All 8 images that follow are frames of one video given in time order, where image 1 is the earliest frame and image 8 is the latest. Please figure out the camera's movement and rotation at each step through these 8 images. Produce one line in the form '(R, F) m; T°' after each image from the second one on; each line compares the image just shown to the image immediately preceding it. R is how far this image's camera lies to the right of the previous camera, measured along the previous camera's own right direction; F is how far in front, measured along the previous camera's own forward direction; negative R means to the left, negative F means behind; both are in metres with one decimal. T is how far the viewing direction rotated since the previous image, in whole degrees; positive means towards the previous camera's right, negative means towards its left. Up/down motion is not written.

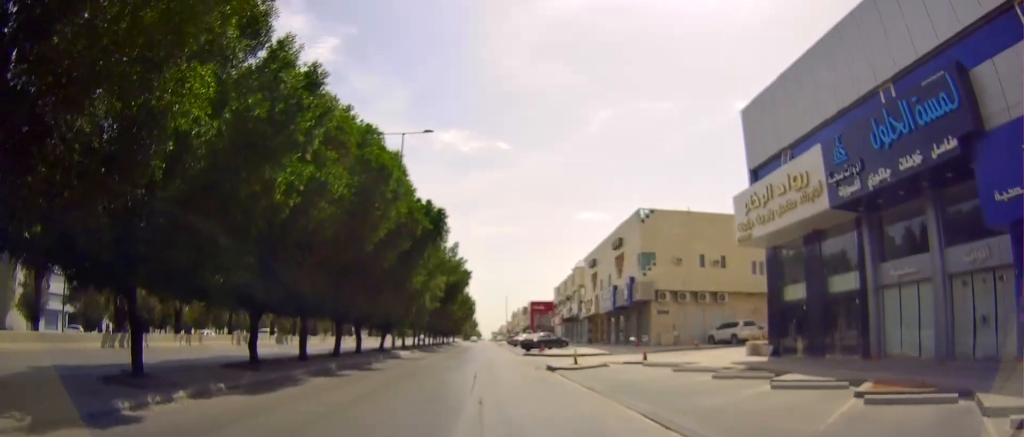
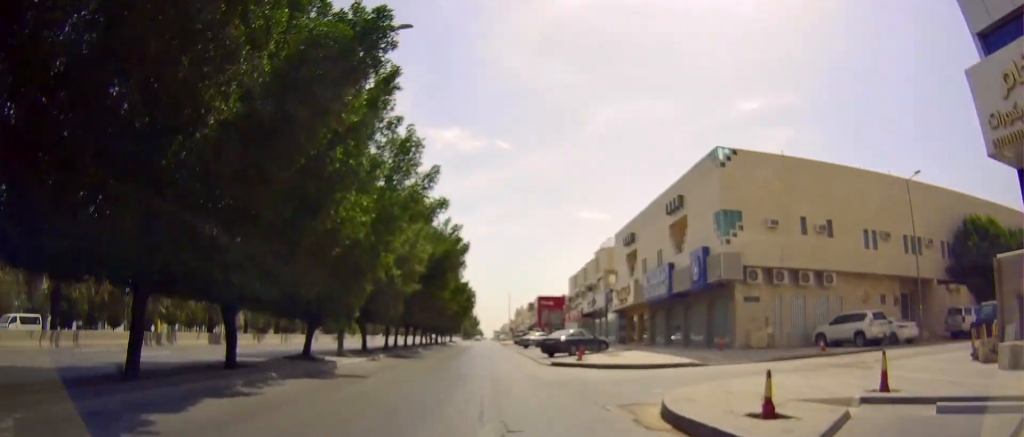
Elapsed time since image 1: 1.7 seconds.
(0.0, +15.2) m; -1°
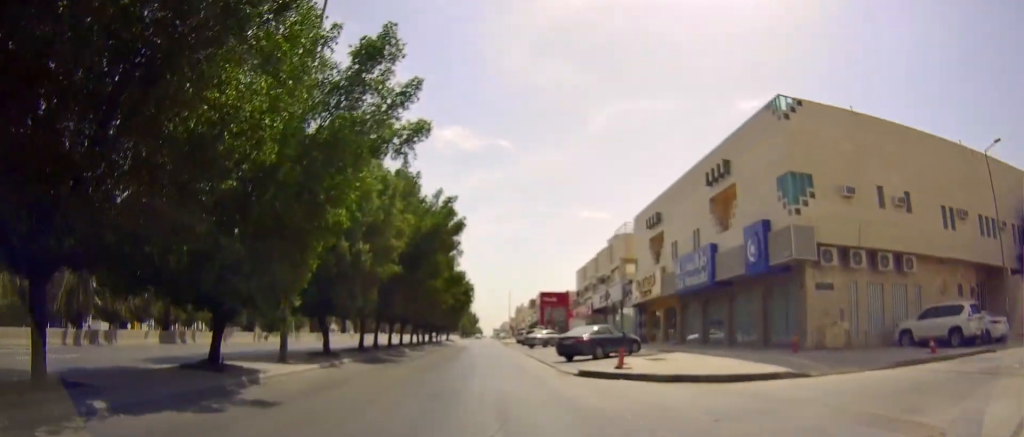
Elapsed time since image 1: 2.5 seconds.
(0.0, +7.2) m; -1°
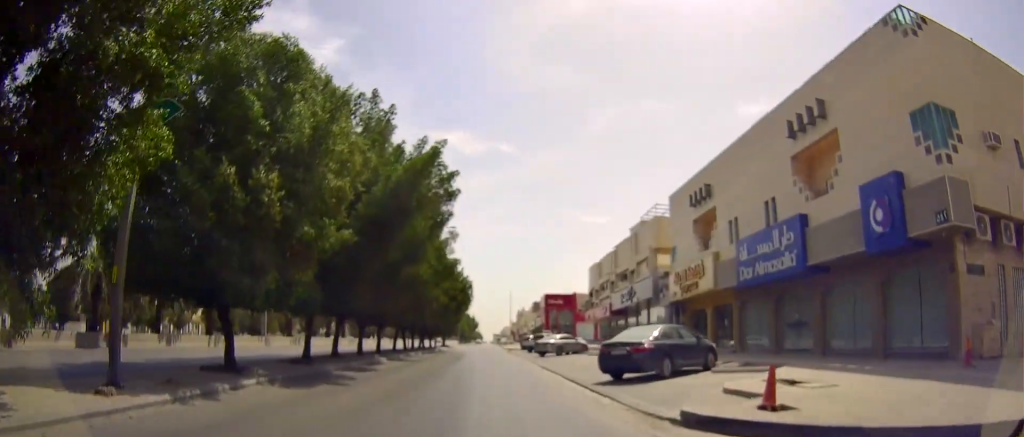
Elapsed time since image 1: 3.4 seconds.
(-0.2, +9.2) m; 0°
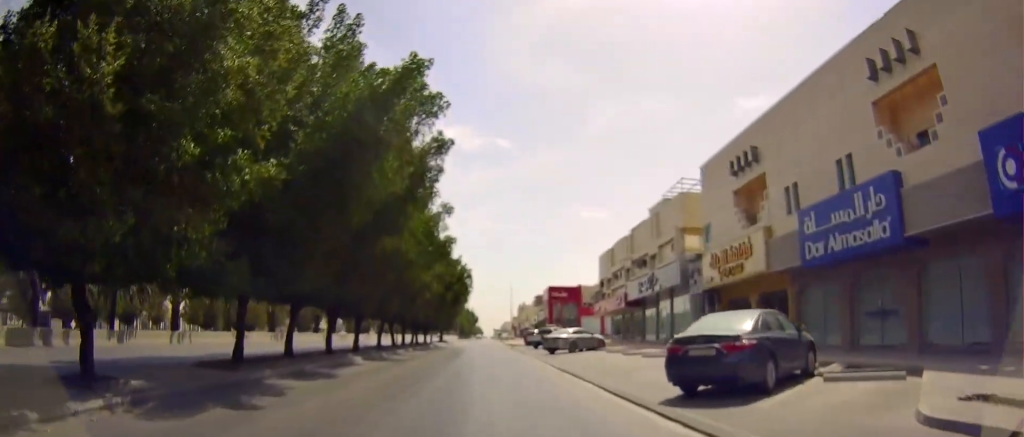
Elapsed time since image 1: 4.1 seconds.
(0.0, +6.0) m; +1°
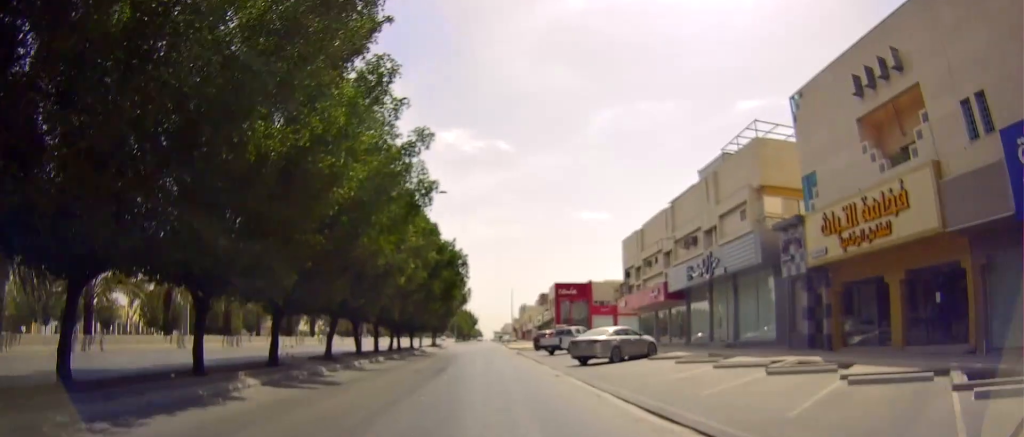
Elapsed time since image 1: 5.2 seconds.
(+0.2, +11.1) m; -1°
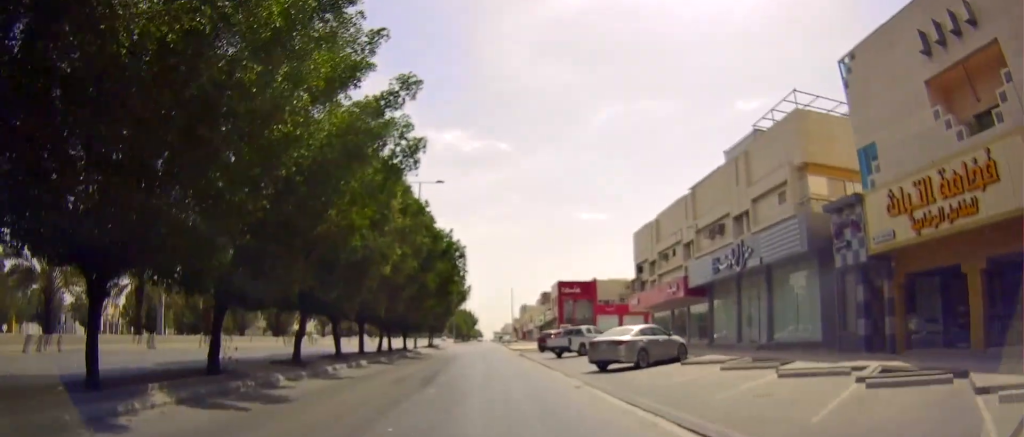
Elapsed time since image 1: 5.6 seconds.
(-0.1, +4.0) m; -1°
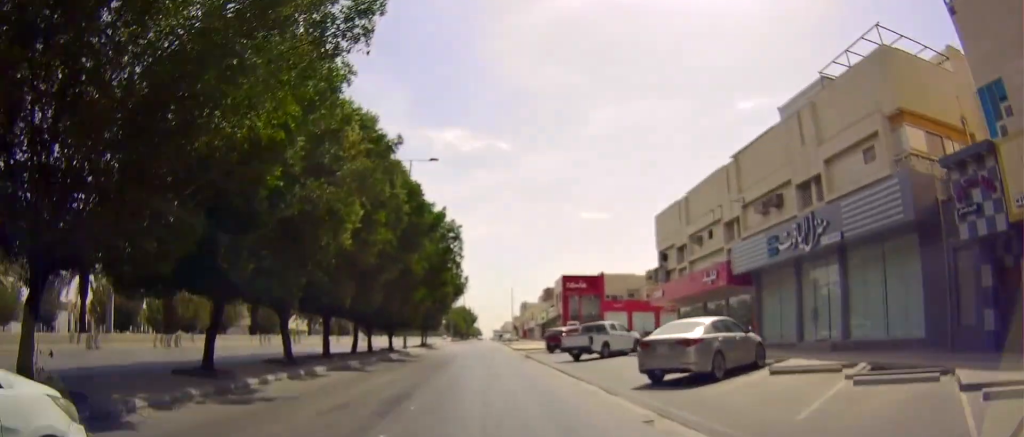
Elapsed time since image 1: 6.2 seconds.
(-0.1, +6.6) m; -1°
